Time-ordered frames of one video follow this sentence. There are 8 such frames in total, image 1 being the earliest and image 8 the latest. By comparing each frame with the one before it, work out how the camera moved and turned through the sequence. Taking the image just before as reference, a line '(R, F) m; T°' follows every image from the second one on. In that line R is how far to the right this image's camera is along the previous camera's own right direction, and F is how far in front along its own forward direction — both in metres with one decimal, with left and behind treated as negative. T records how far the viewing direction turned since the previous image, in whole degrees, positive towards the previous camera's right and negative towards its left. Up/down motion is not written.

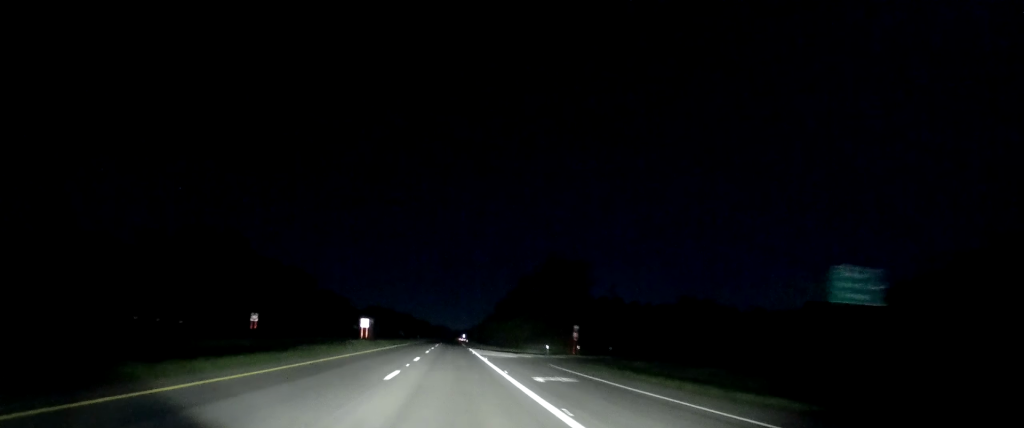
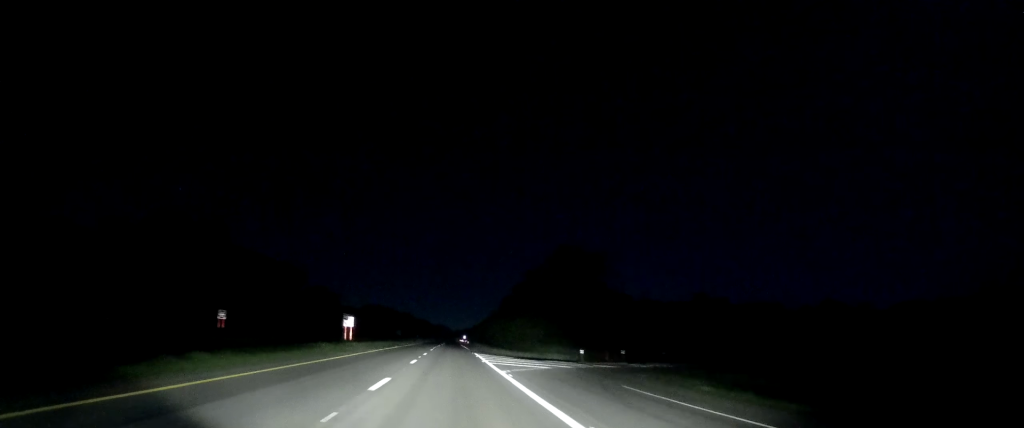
(0.0, +14.8) m; 0°
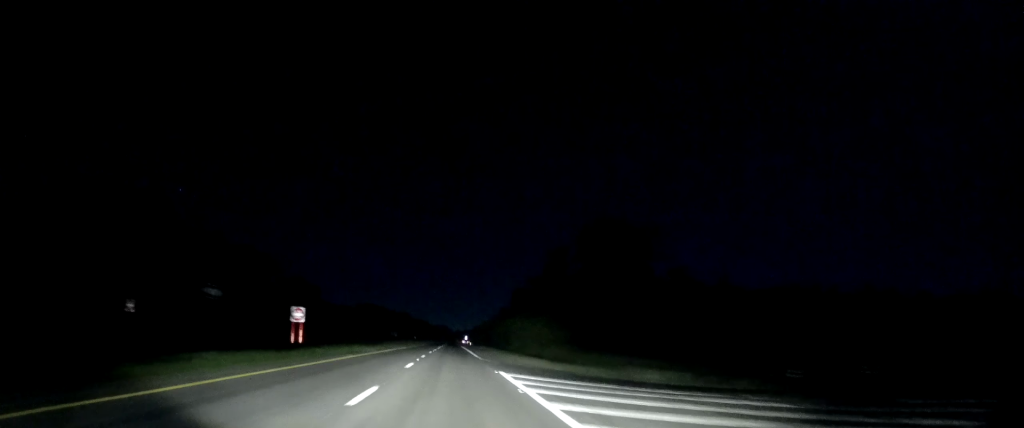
(+0.2, +26.6) m; 0°
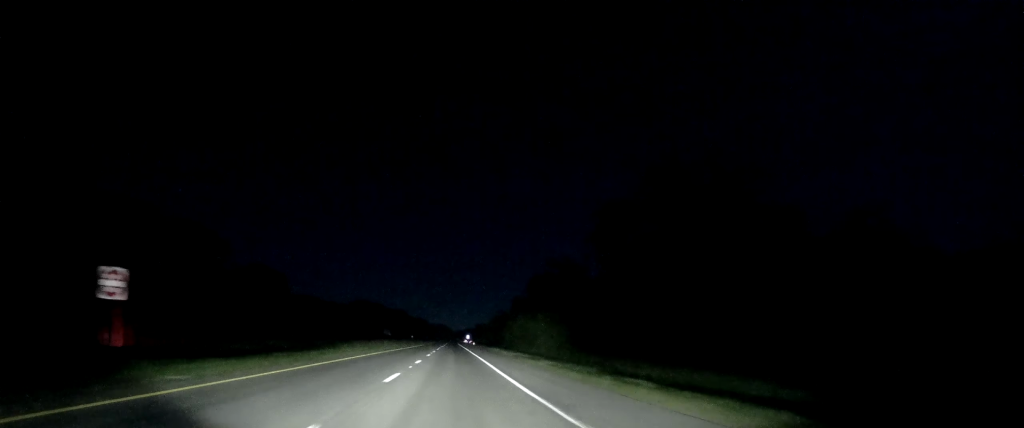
(-0.5, +30.7) m; 0°
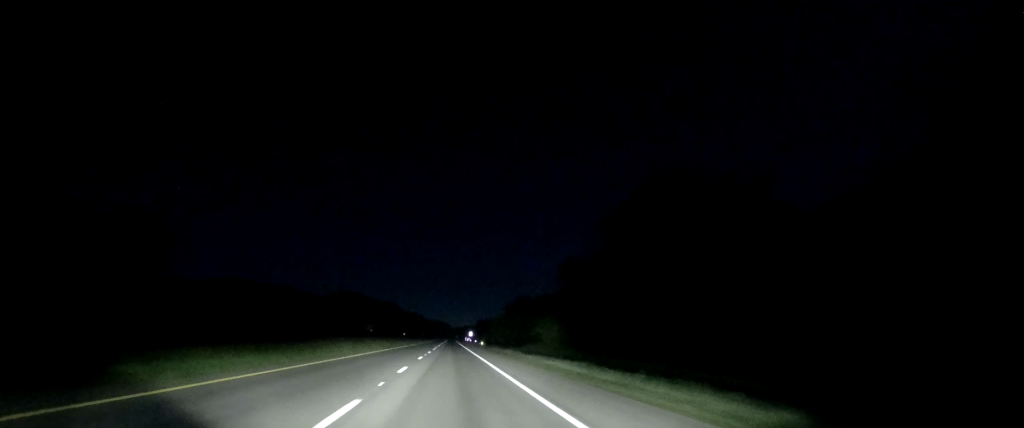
(+1.1, +57.2) m; 0°
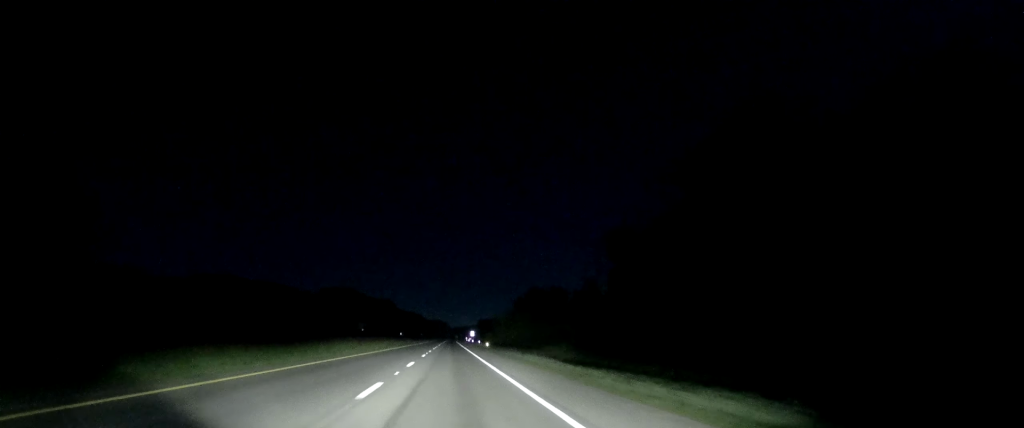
(-0.2, +20.8) m; 0°
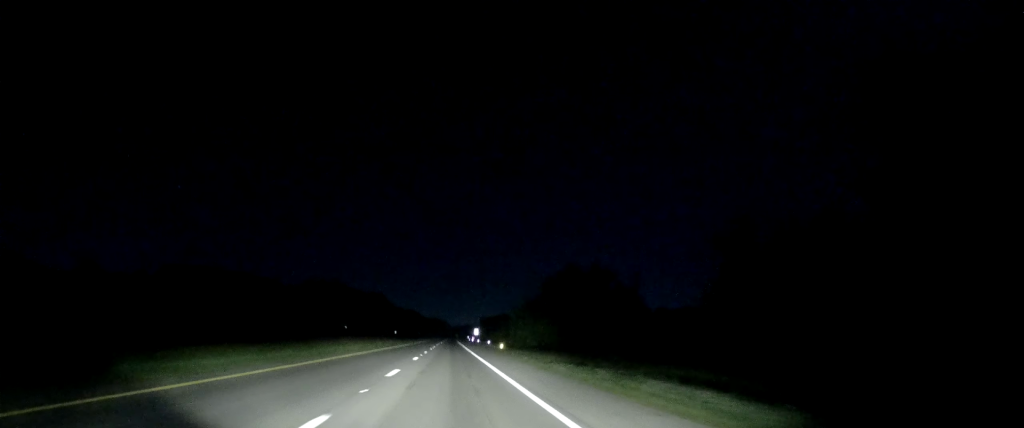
(+0.2, +30.8) m; +1°
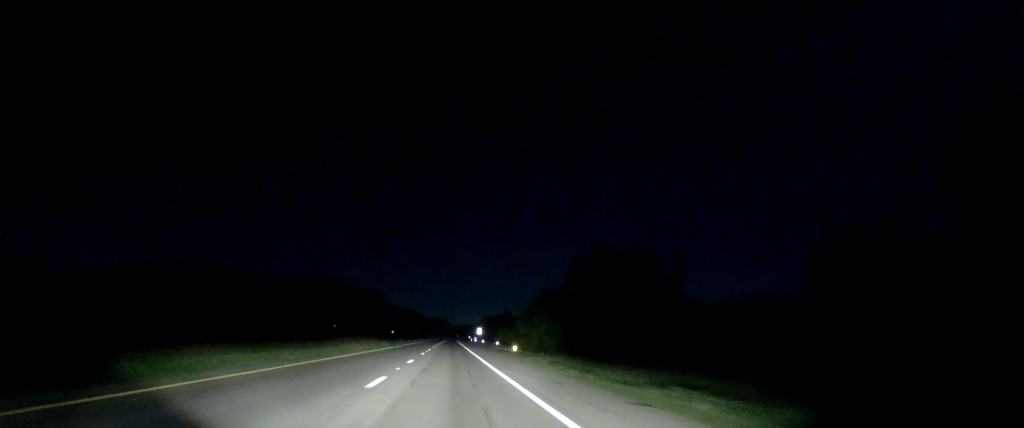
(0.0, +15.9) m; 0°
